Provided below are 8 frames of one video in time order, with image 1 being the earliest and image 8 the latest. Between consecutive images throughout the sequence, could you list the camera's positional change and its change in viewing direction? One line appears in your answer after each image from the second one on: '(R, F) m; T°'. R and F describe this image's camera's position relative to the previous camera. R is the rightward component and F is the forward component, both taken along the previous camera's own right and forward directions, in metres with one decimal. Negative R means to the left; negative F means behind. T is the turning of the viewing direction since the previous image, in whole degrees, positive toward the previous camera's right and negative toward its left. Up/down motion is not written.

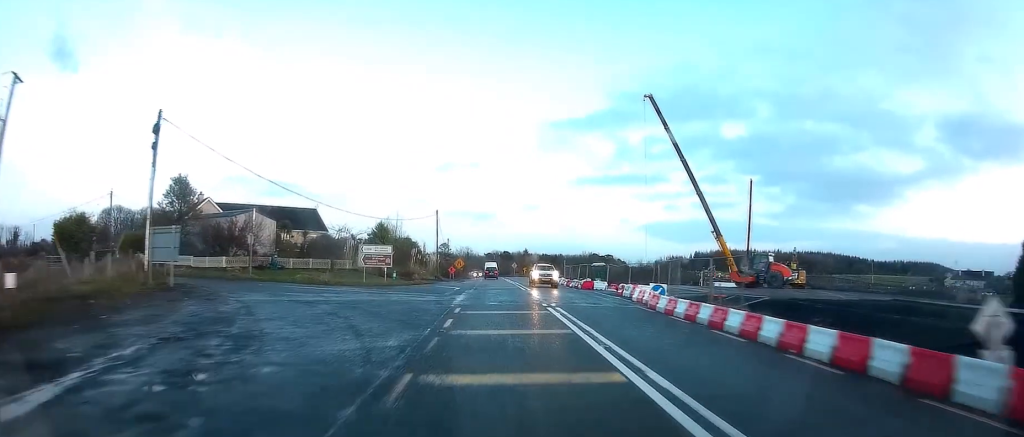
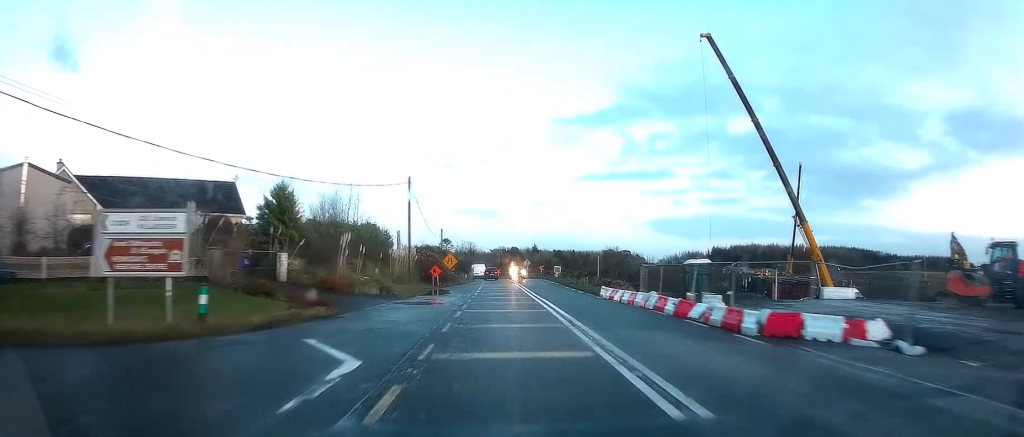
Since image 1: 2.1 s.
(-0.4, +28.5) m; -2°
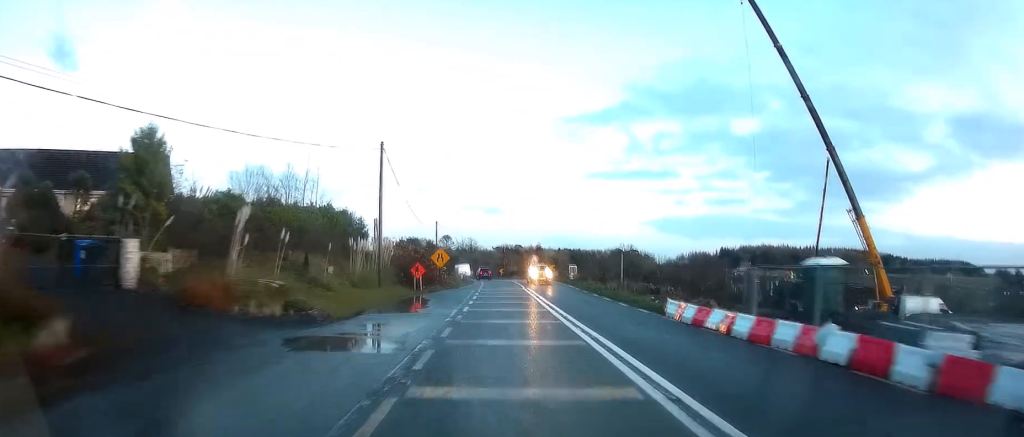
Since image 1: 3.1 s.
(-0.1, +12.8) m; -1°
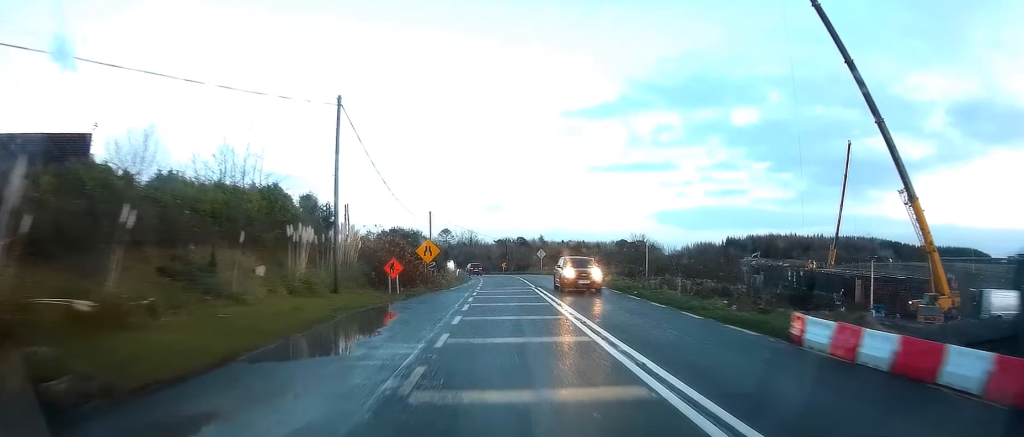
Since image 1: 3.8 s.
(-0.2, +9.5) m; 0°
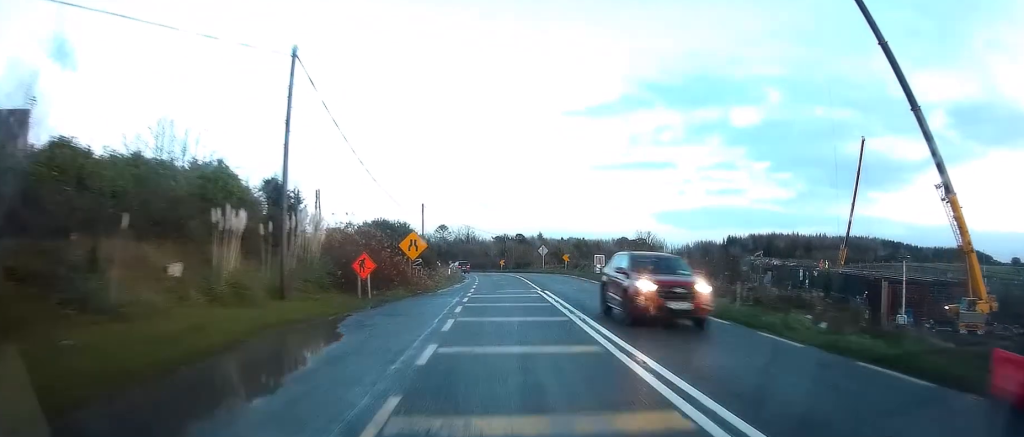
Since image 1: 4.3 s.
(+0.1, +6.0) m; +1°
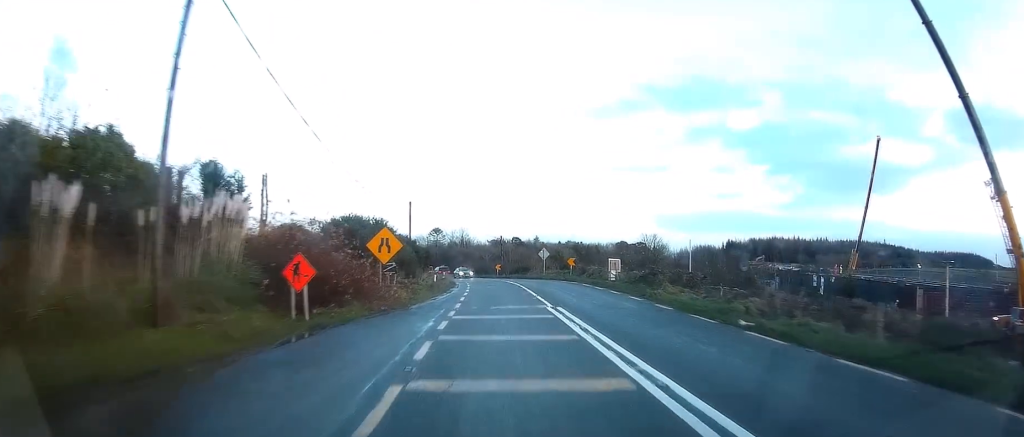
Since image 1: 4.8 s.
(+0.1, +7.3) m; +1°
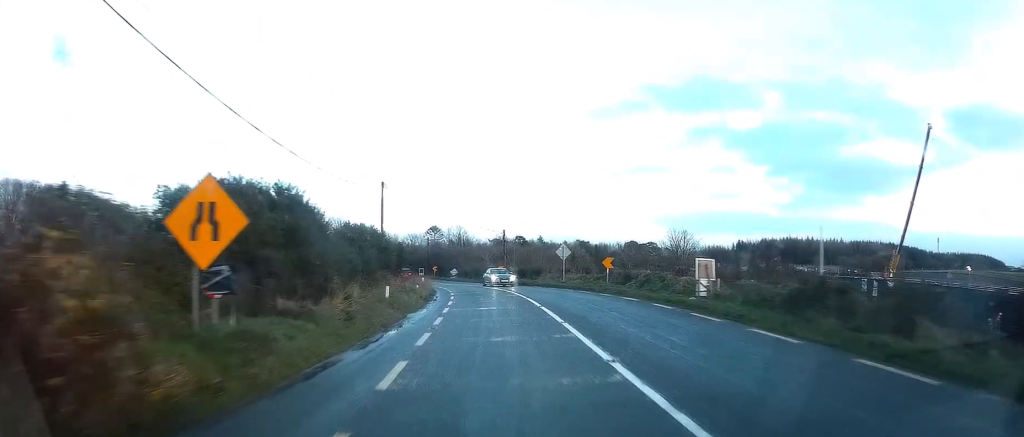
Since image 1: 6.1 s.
(+0.1, +16.6) m; 0°
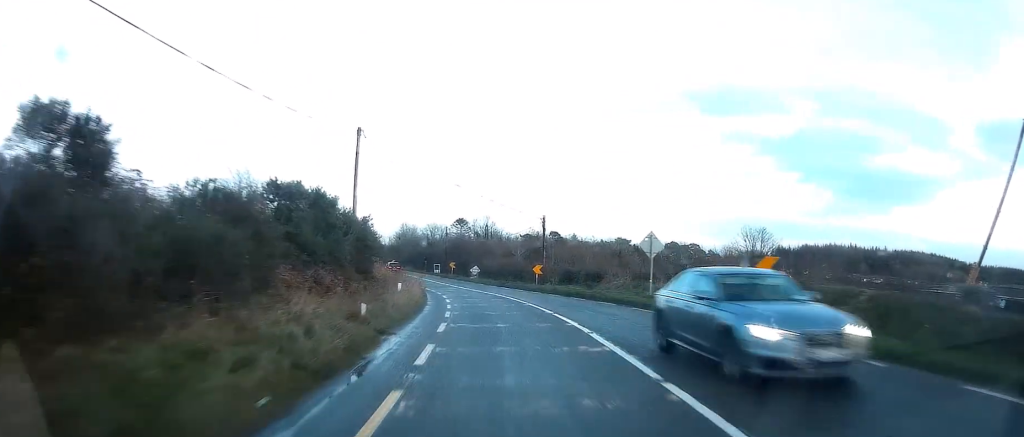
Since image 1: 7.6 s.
(-0.5, +18.2) m; -3°
